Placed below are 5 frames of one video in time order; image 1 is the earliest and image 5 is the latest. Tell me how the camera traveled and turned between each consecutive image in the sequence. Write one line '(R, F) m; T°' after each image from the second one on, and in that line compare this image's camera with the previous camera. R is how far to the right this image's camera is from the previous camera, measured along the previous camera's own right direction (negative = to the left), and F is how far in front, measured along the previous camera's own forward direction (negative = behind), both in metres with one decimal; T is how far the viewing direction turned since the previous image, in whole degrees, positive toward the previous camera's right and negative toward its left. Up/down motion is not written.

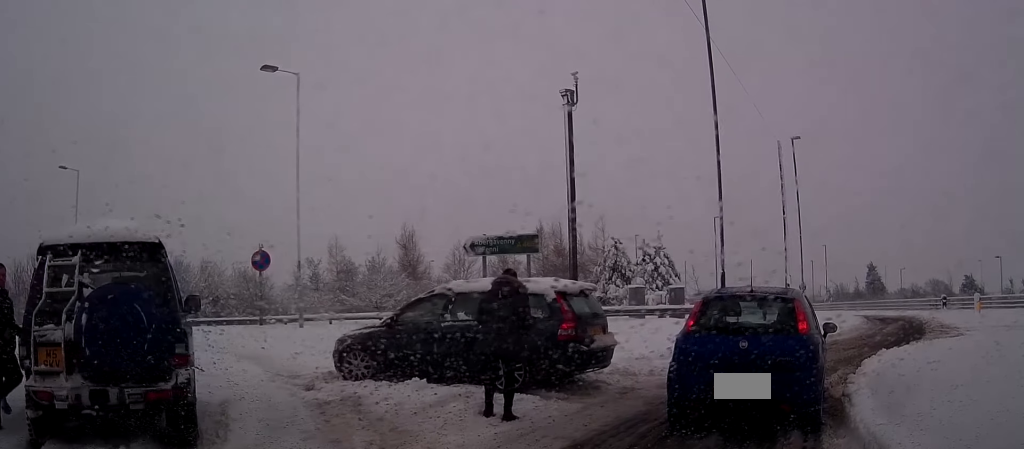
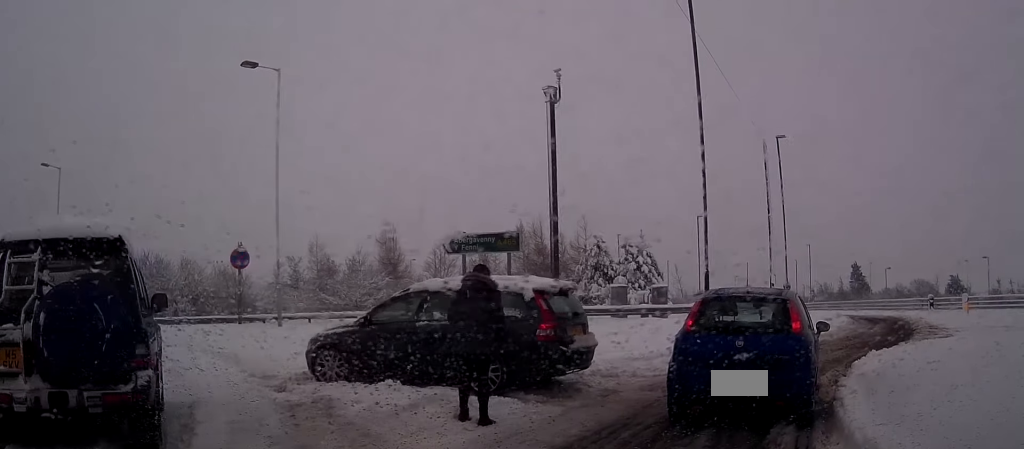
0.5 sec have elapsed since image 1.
(+0.1, +0.3) m; 0°
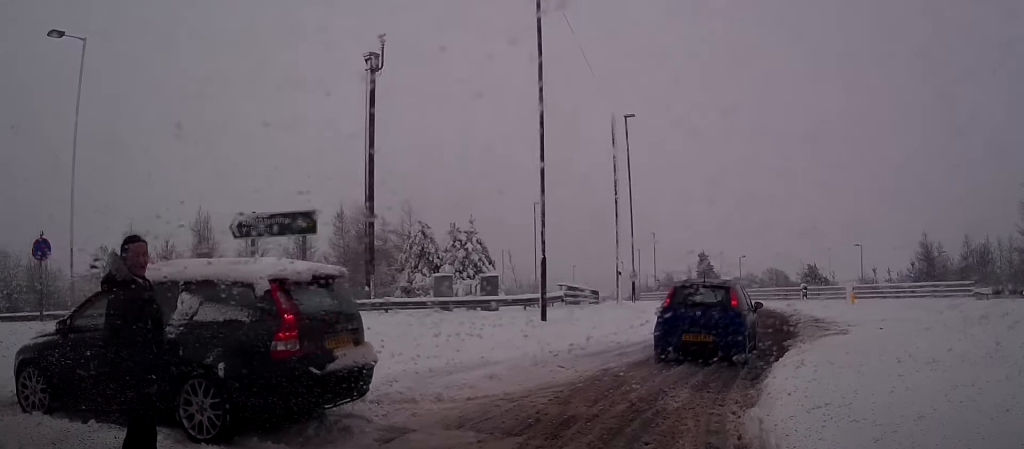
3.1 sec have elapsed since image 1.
(+1.1, +3.6) m; +16°
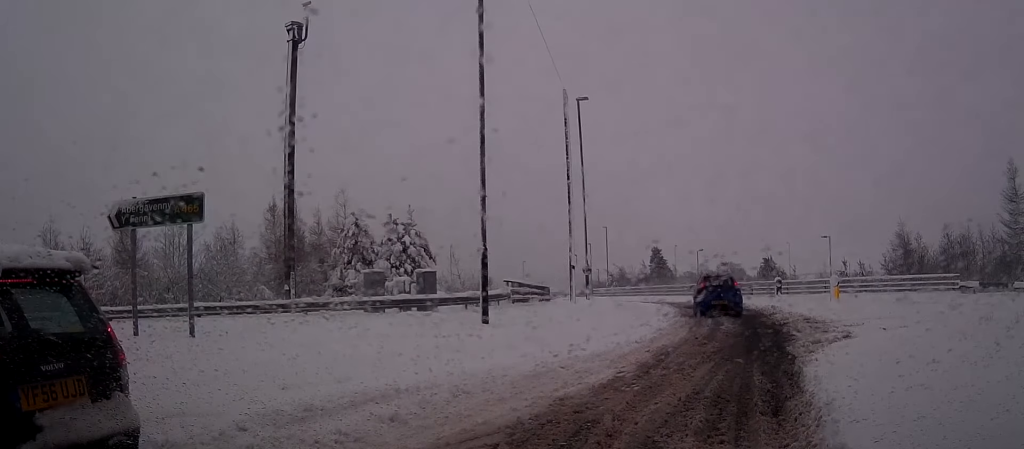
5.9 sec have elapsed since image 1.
(+0.3, +3.7) m; +7°
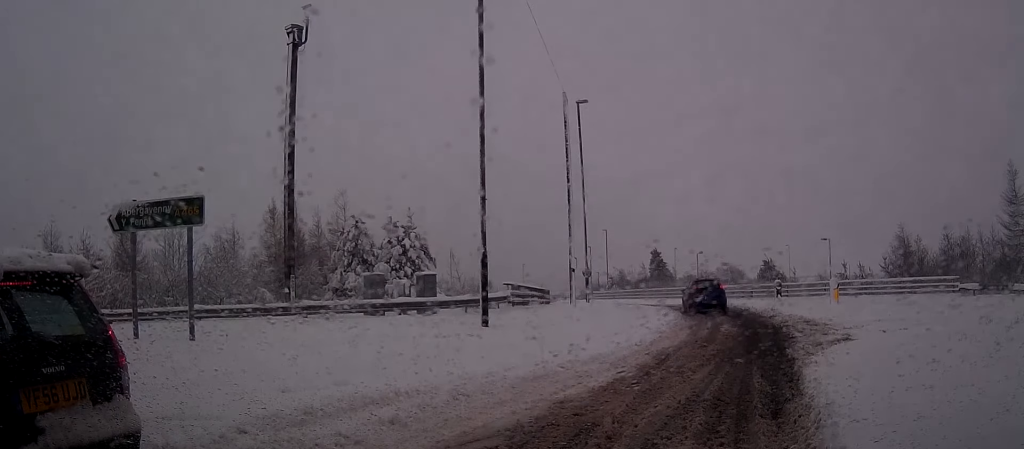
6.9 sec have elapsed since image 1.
(0.0, +0.3) m; 0°
